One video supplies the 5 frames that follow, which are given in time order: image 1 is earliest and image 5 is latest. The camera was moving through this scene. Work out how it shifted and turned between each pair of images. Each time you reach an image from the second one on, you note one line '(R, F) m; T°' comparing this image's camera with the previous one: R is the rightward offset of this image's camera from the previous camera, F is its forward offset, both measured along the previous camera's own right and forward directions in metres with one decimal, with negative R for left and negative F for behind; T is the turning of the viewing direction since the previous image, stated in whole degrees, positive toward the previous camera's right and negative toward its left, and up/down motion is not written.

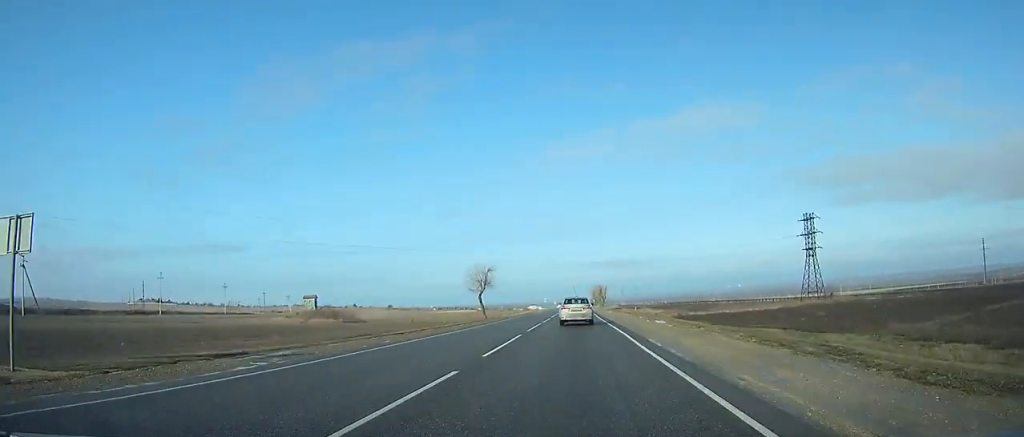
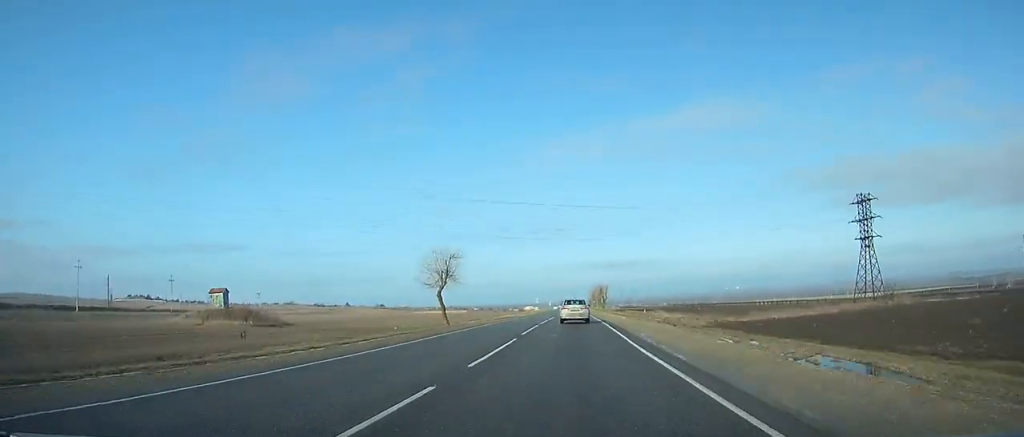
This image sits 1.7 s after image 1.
(0.0, +26.3) m; 0°
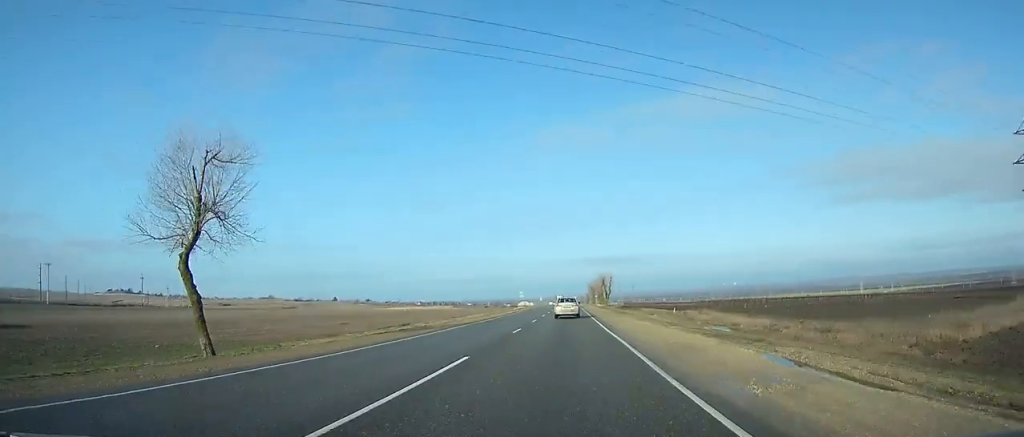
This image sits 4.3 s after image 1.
(+0.1, +43.5) m; 0°
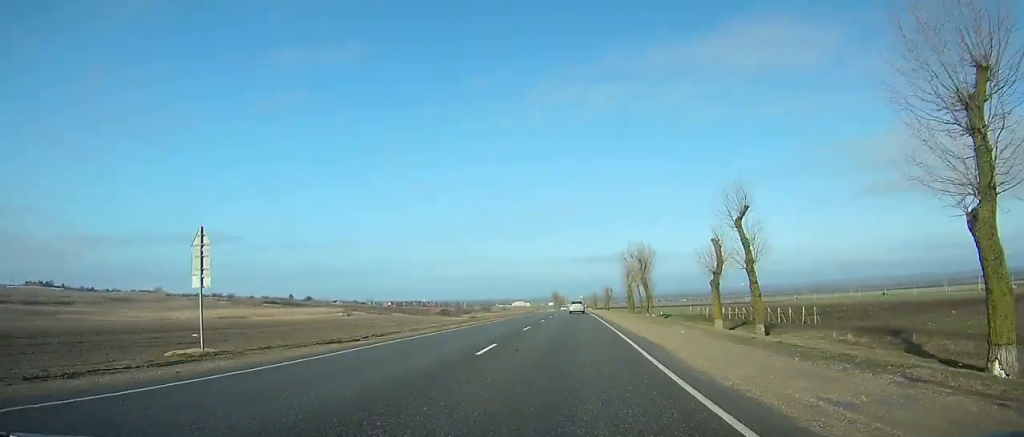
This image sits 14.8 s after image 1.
(-0.4, +205.8) m; 0°
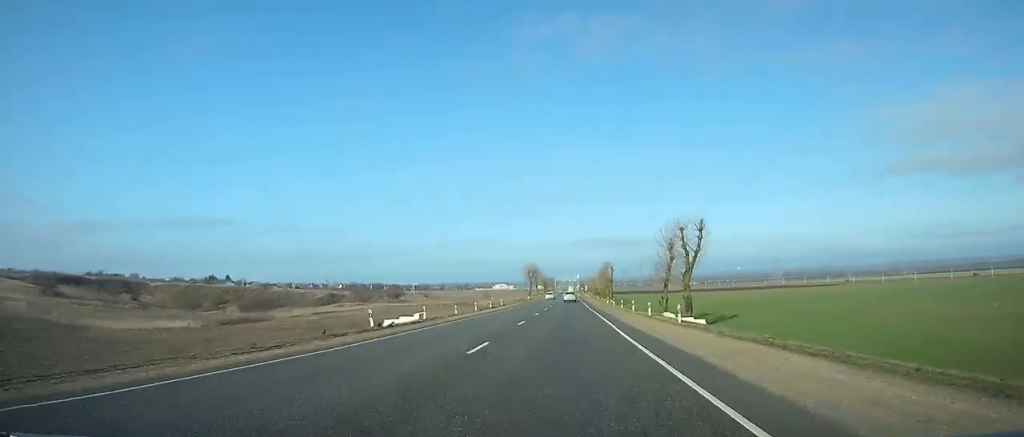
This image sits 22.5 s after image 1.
(-0.4, +171.4) m; -4°
